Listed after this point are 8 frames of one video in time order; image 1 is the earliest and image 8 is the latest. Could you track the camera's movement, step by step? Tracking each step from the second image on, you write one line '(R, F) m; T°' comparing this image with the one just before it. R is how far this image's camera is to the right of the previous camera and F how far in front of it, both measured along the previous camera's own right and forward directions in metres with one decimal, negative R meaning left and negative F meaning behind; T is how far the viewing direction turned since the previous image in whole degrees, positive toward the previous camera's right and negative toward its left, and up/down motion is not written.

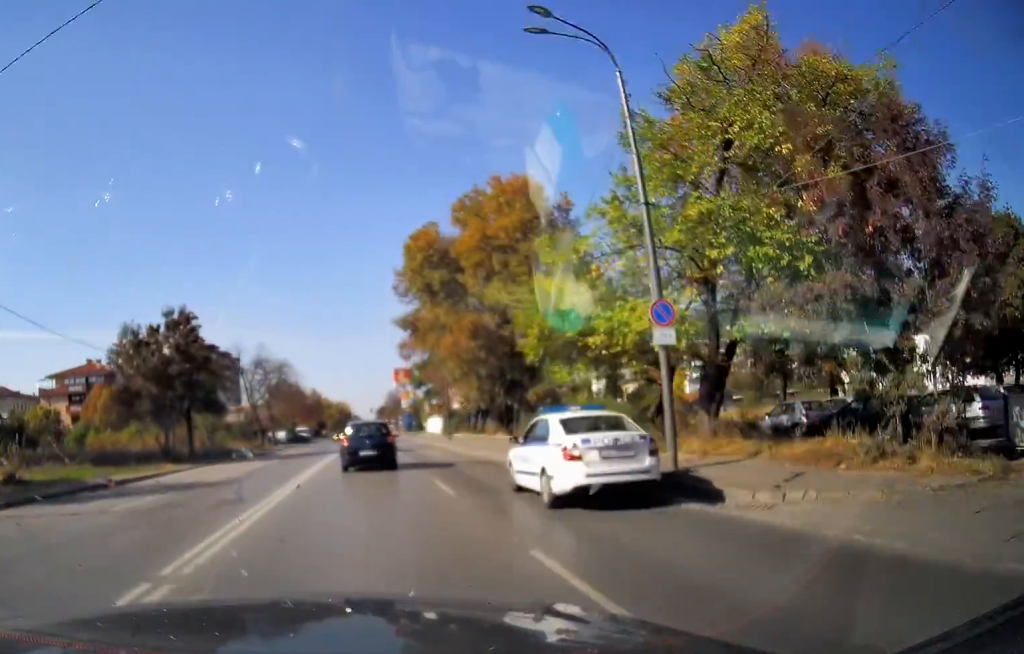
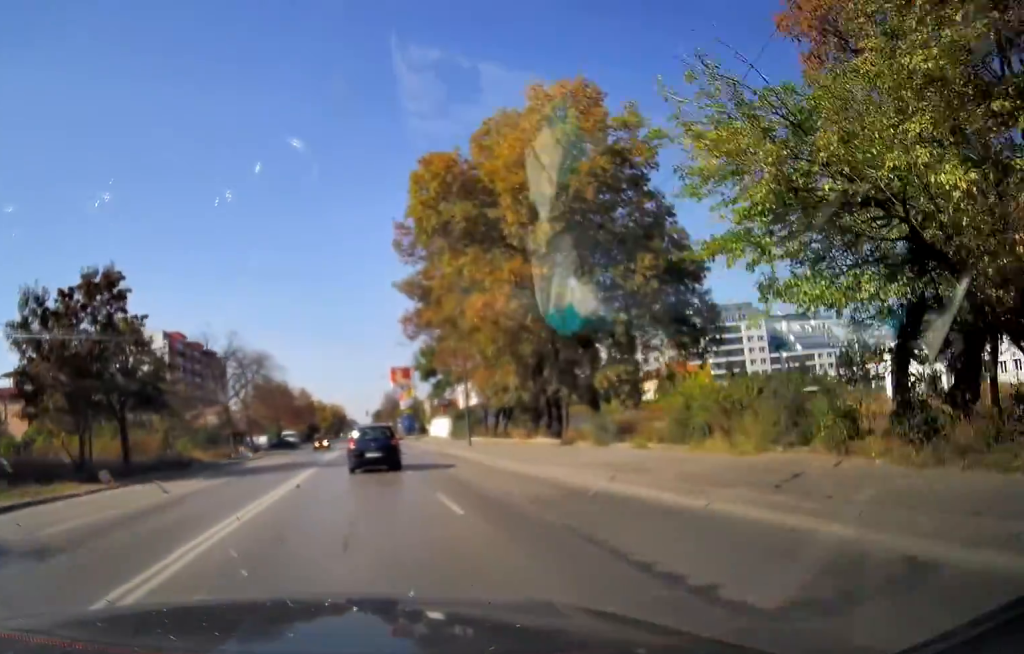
(0.0, +12.0) m; 0°
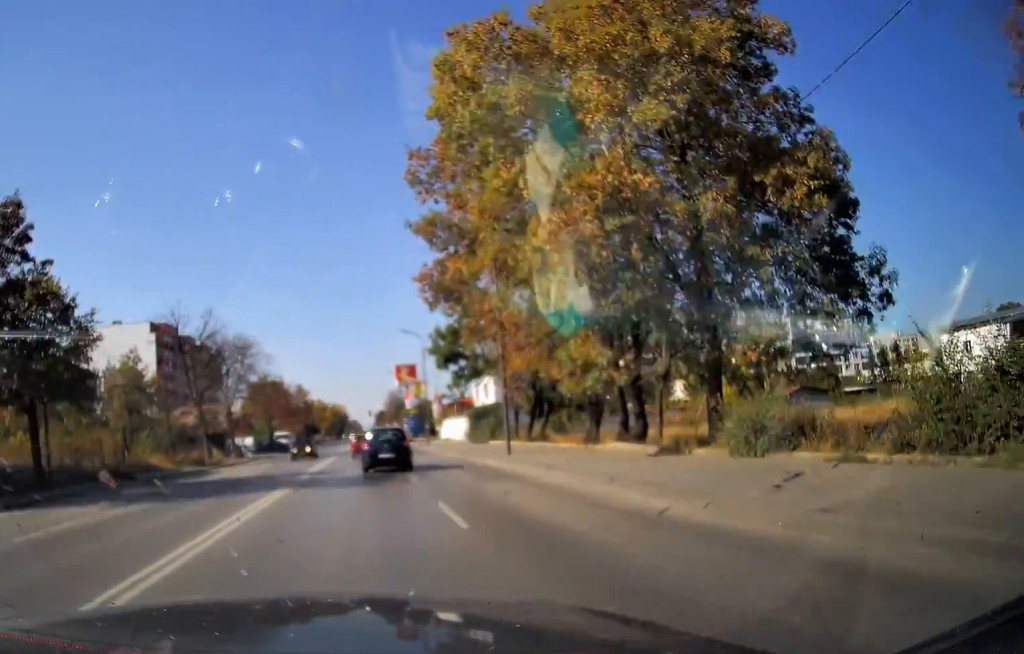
(0.0, +9.7) m; 0°
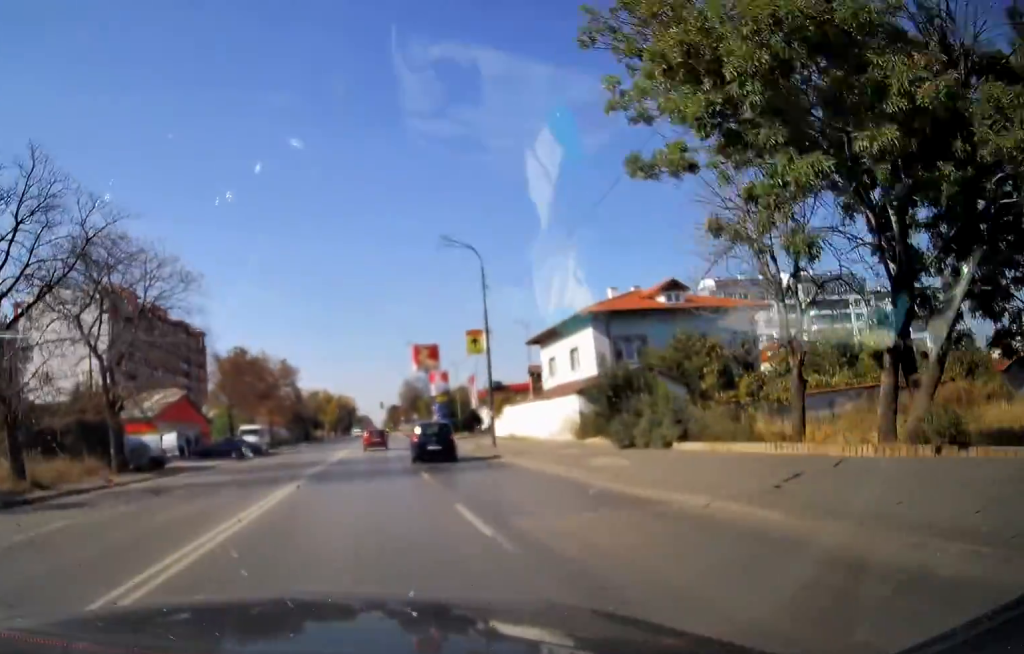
(+0.1, +26.3) m; 0°
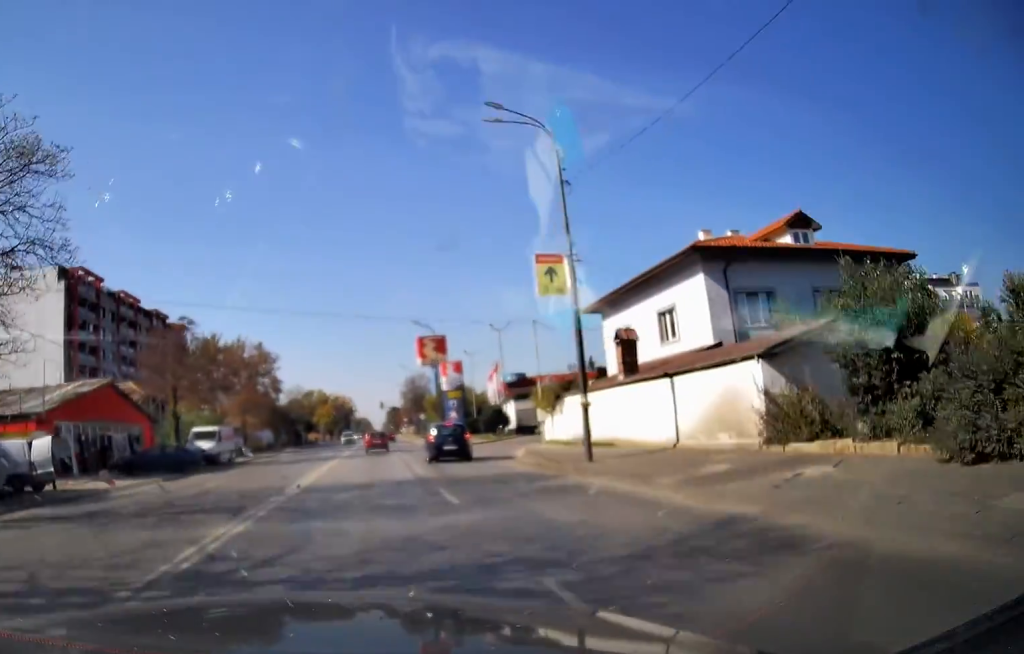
(0.0, +14.1) m; 0°
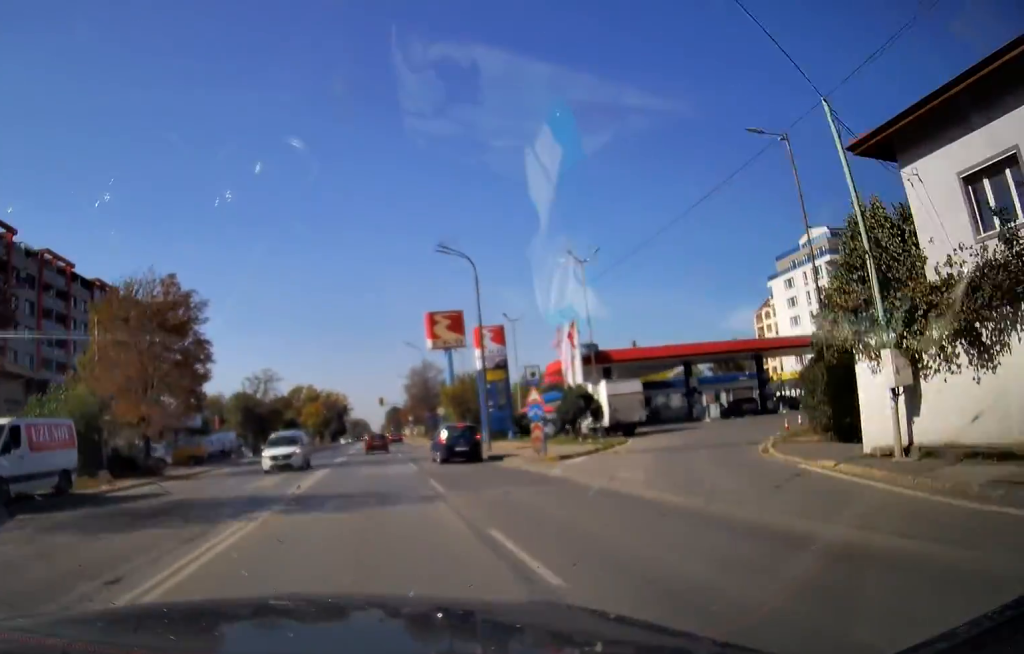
(-0.4, +24.1) m; -2°
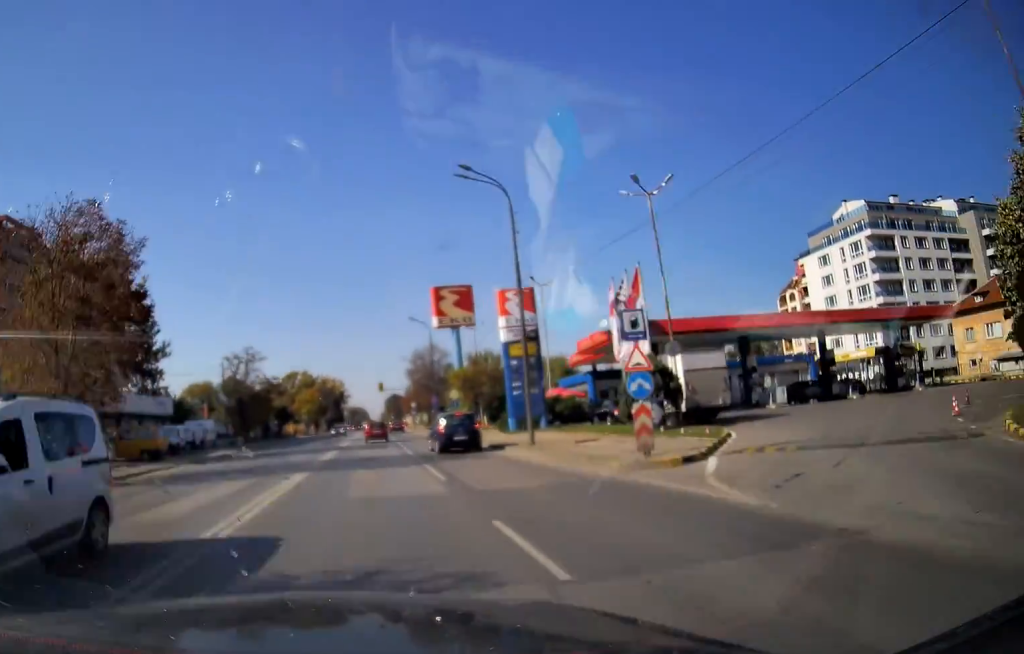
(0.0, +9.3) m; -1°
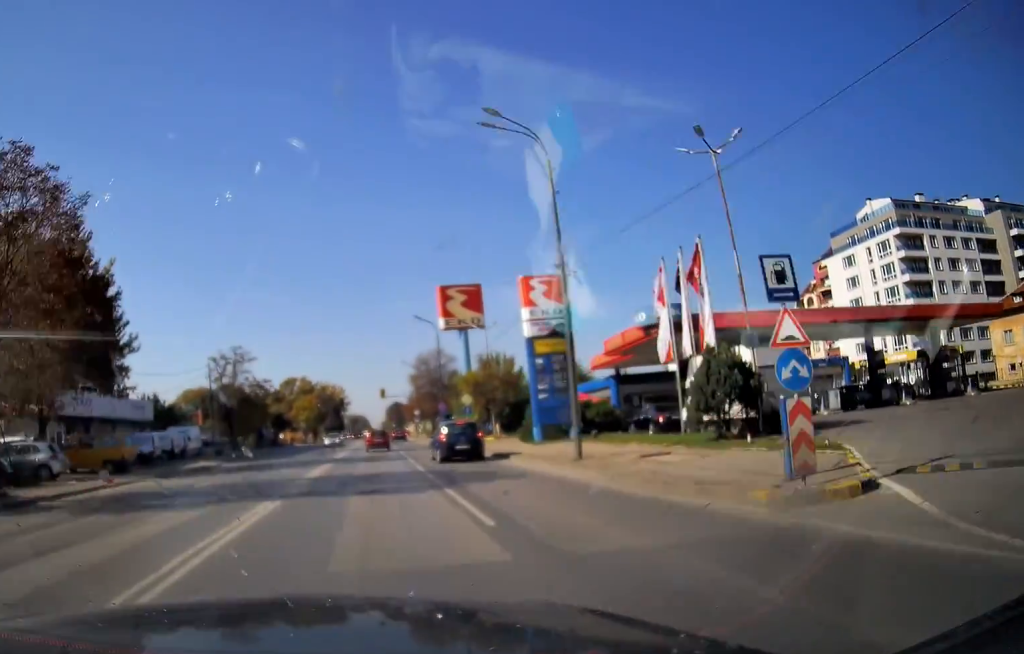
(0.0, +5.6) m; 0°
